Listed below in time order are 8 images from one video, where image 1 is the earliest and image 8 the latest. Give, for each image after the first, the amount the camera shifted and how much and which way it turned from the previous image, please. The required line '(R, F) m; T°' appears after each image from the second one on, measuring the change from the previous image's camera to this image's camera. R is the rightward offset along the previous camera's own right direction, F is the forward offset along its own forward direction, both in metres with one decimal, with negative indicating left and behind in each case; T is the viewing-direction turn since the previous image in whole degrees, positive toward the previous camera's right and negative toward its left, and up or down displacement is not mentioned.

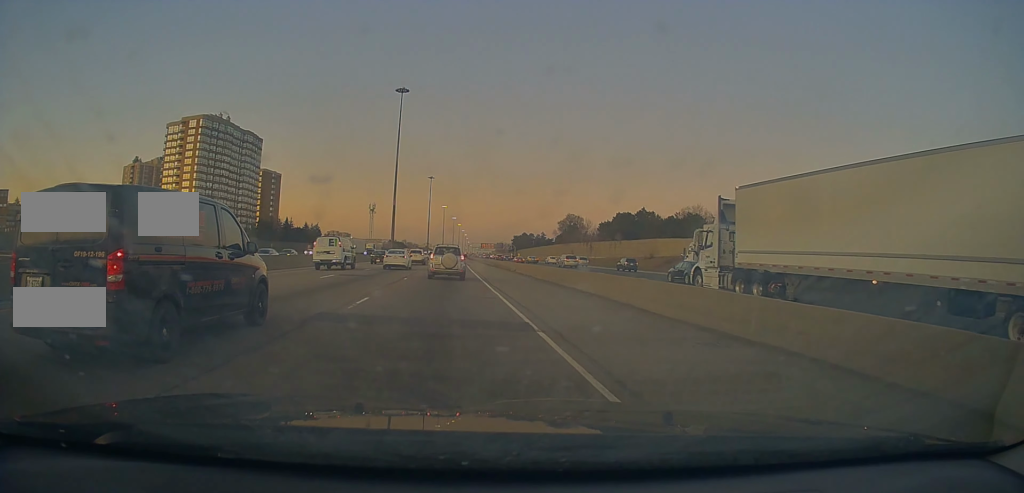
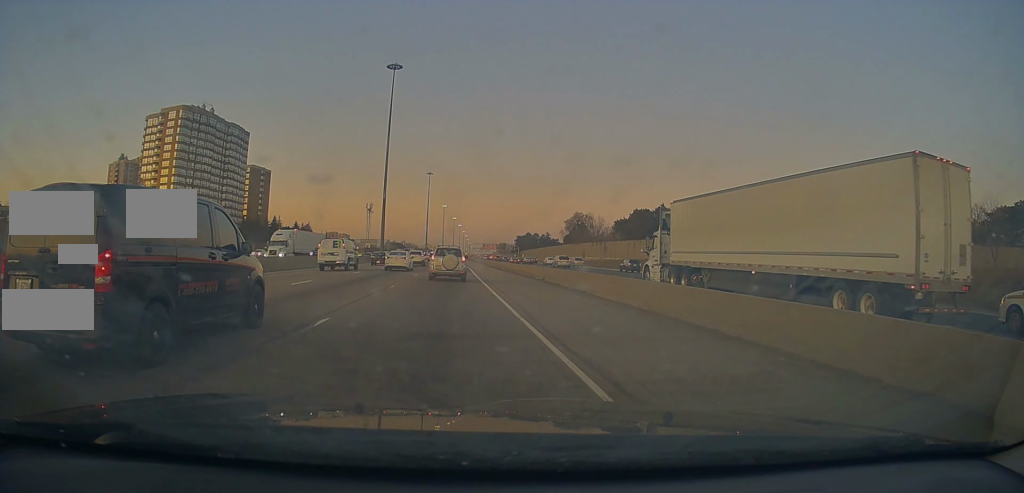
(-0.3, +16.6) m; -1°
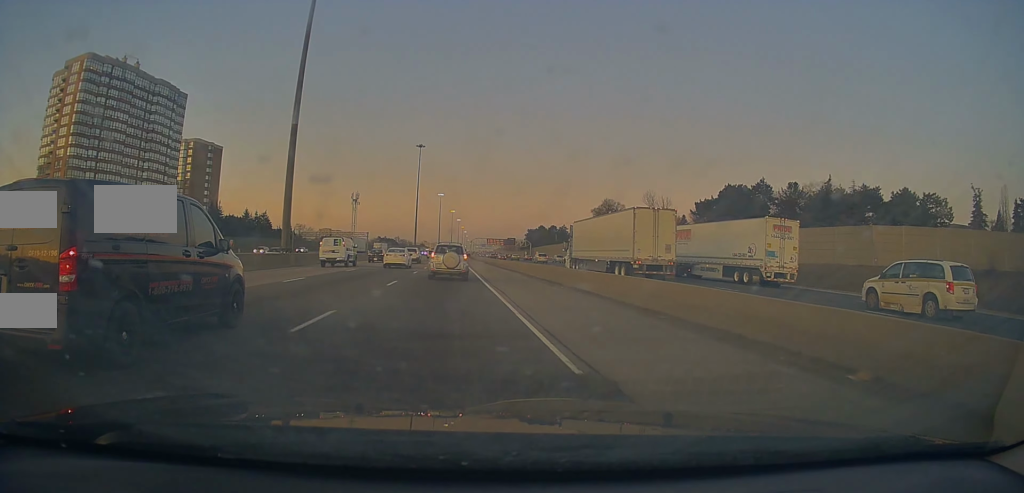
(+0.1, +56.2) m; 0°
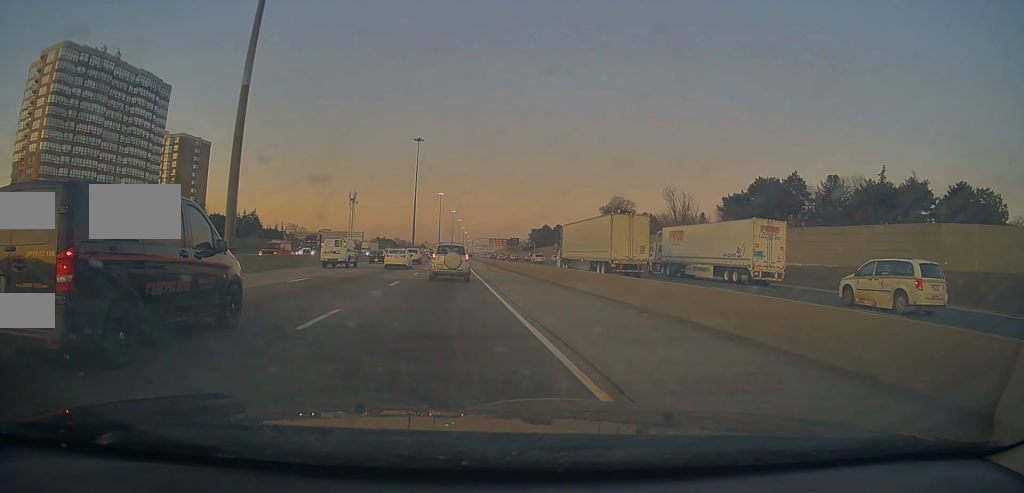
(+0.1, +11.6) m; -1°
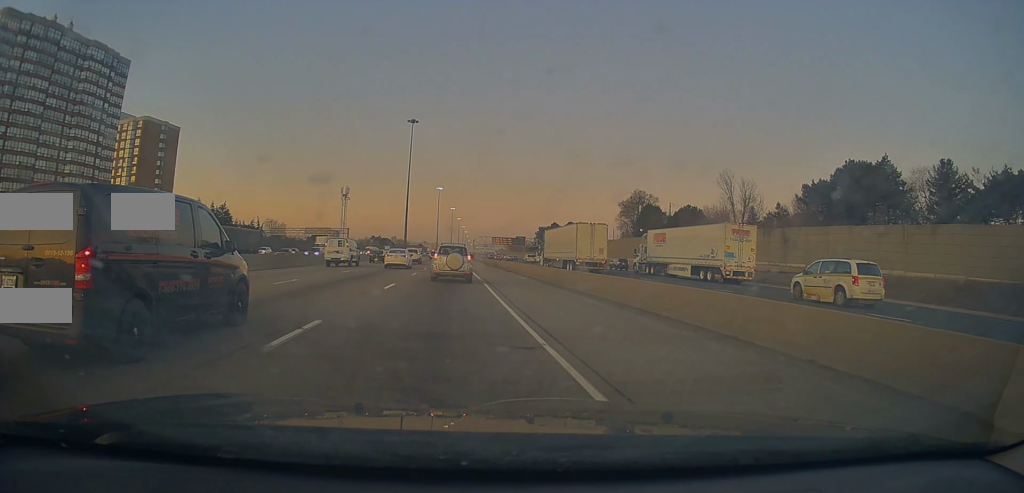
(-0.3, +25.1) m; 0°
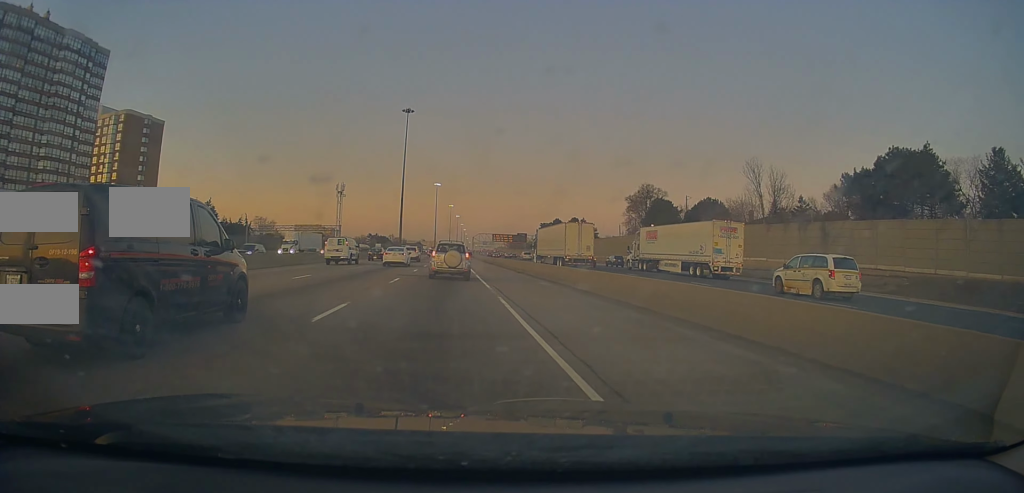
(+0.1, +9.4) m; +1°
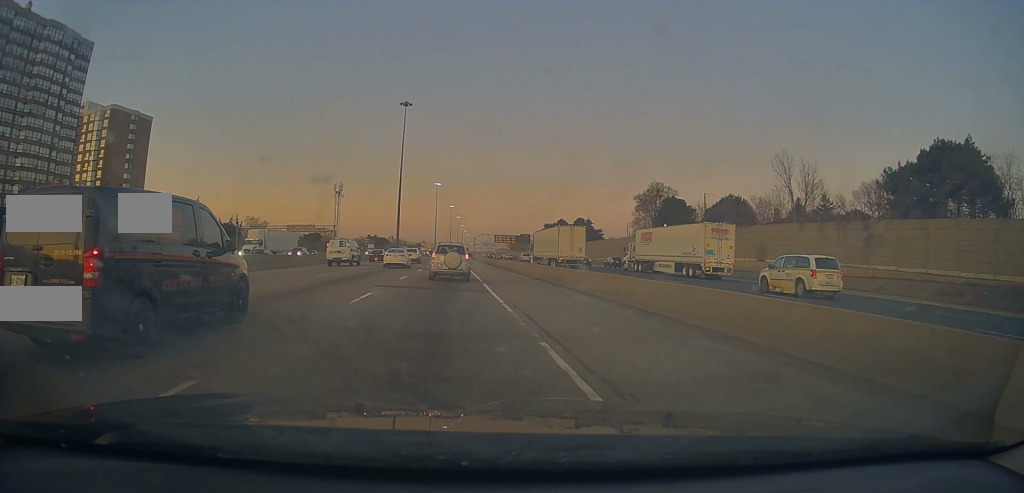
(0.0, +8.1) m; 0°
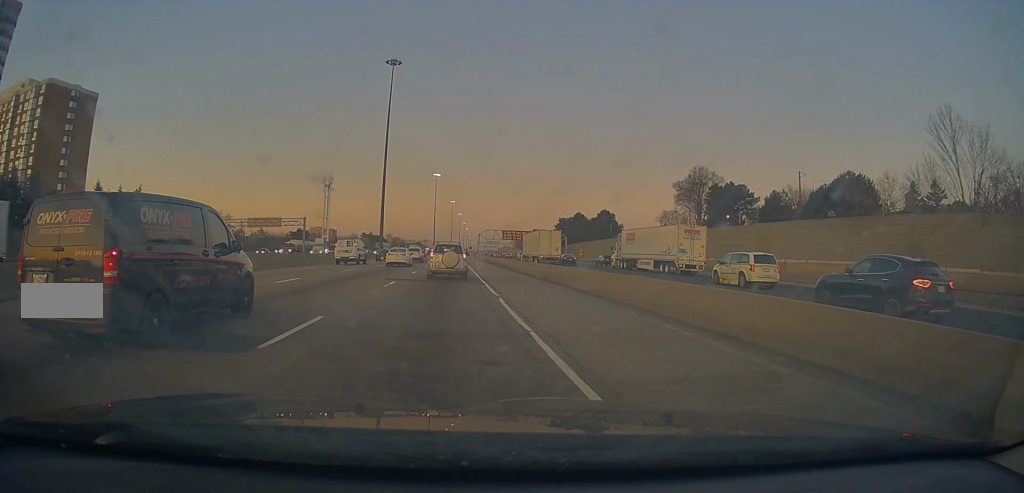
(+0.2, +30.1) m; 0°
